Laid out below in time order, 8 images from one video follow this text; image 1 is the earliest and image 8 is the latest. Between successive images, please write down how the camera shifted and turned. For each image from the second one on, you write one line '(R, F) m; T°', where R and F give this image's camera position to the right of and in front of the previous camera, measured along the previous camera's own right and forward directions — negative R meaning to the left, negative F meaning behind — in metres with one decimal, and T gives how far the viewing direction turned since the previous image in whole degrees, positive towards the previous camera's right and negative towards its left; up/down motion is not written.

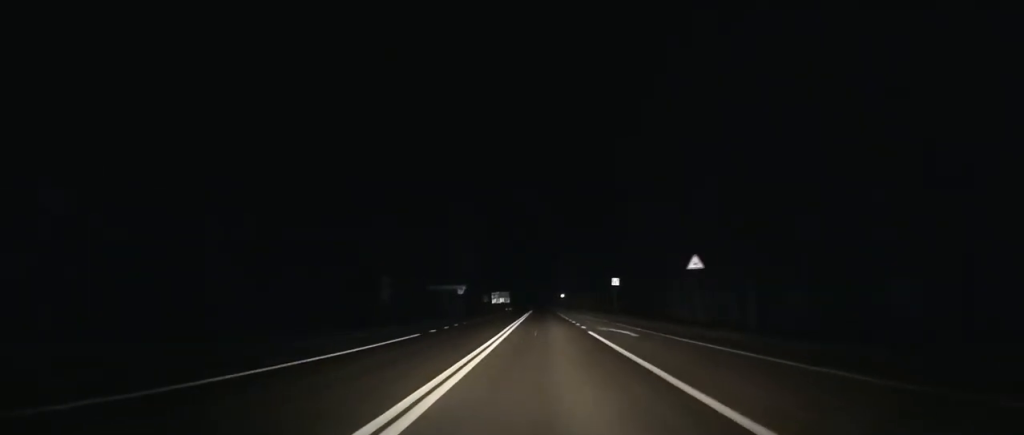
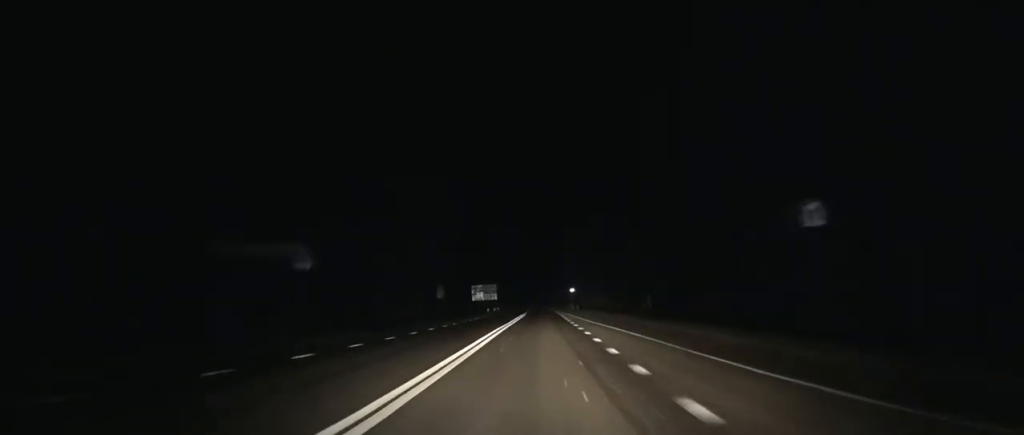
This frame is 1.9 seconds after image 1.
(-0.3, +47.2) m; 0°
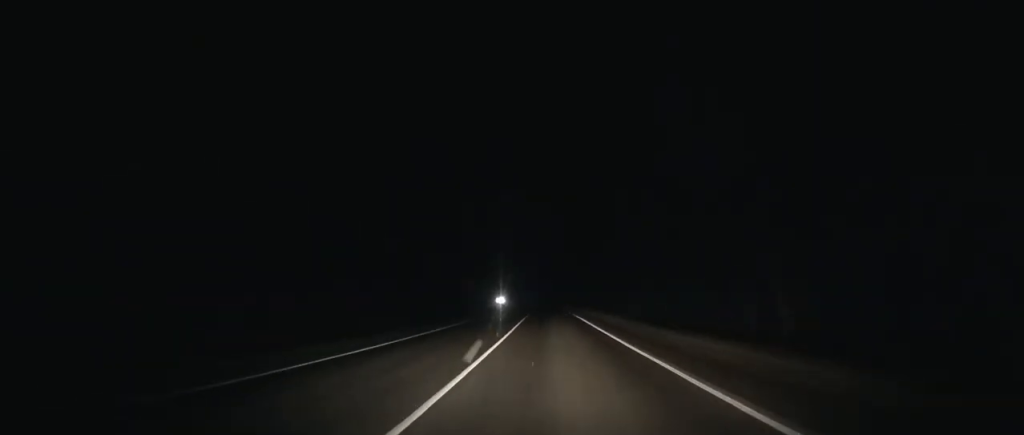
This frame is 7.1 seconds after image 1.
(-0.4, +133.9) m; 0°
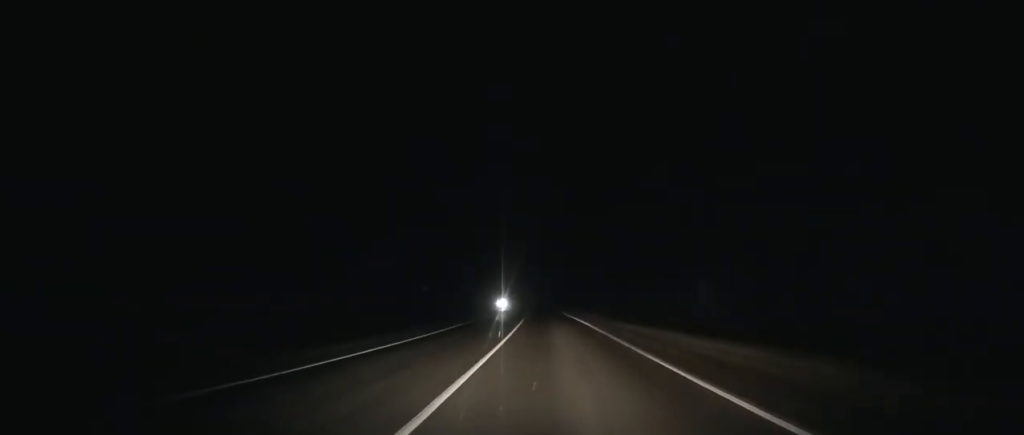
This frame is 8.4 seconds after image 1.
(0.0, +33.3) m; 0°
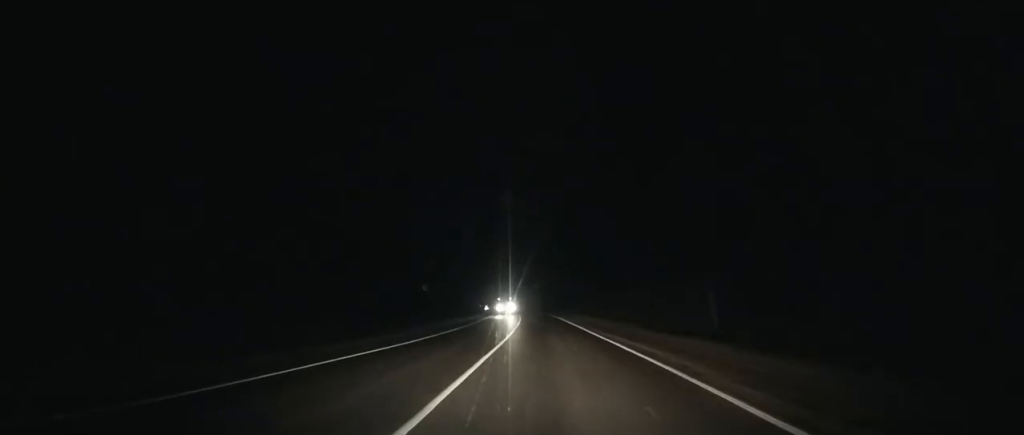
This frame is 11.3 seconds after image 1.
(-0.6, +73.0) m; -2°
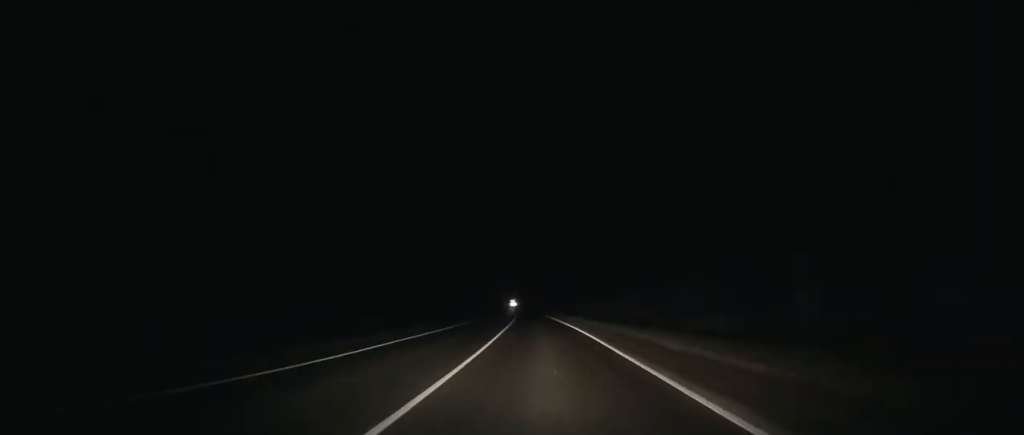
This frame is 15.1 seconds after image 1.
(-2.8, +94.5) m; -5°
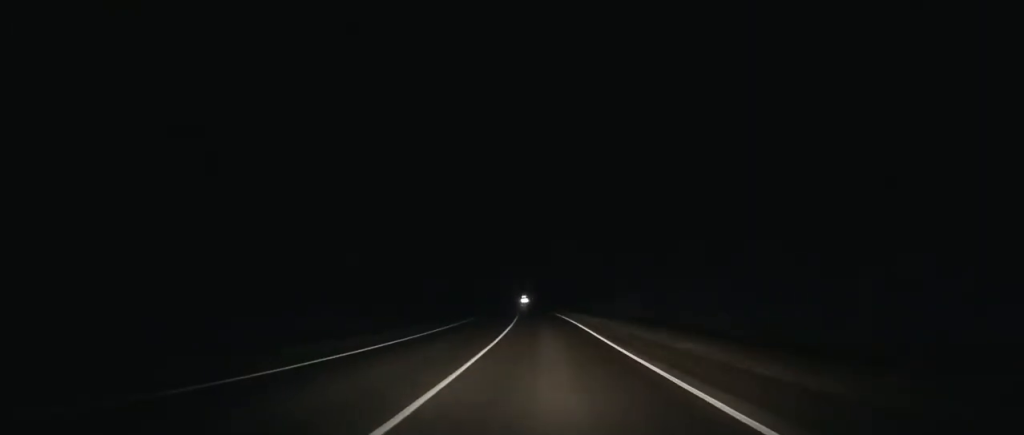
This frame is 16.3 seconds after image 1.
(-0.8, +31.2) m; -1°
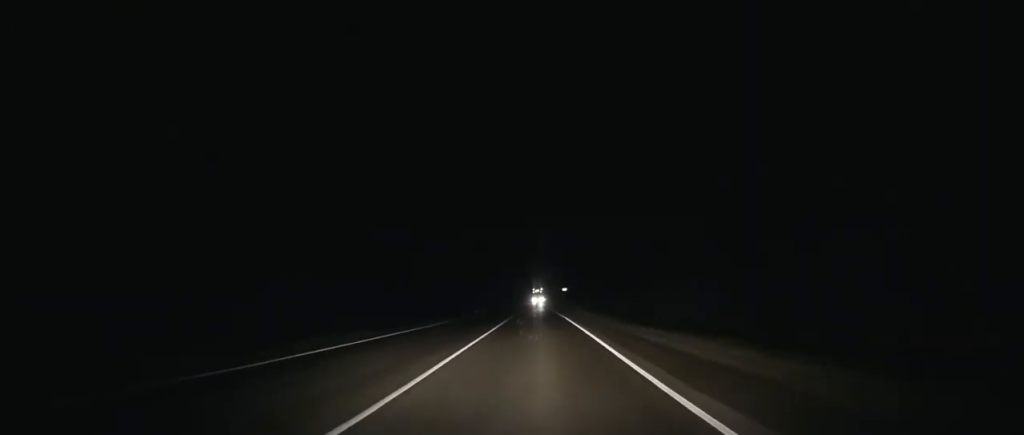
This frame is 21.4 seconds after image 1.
(-6.0, +134.2) m; -4°
